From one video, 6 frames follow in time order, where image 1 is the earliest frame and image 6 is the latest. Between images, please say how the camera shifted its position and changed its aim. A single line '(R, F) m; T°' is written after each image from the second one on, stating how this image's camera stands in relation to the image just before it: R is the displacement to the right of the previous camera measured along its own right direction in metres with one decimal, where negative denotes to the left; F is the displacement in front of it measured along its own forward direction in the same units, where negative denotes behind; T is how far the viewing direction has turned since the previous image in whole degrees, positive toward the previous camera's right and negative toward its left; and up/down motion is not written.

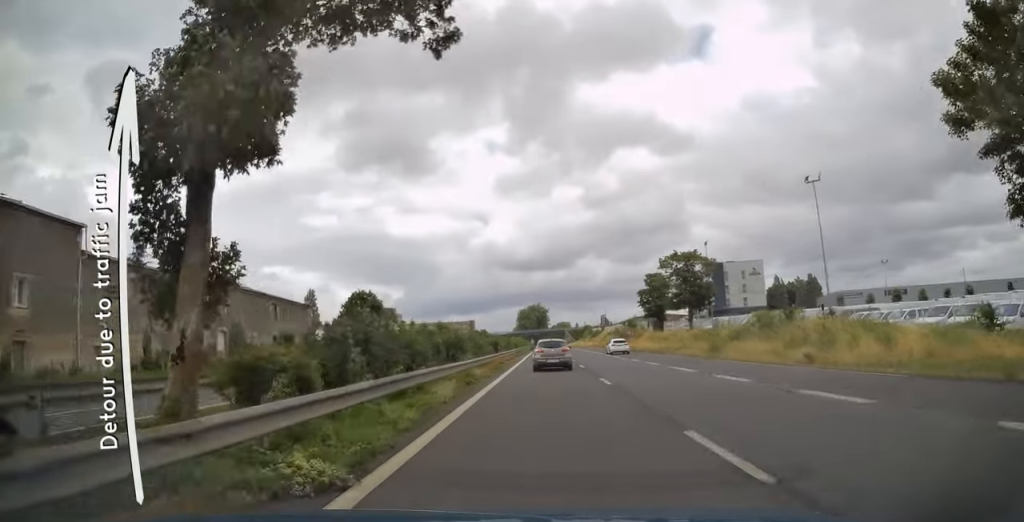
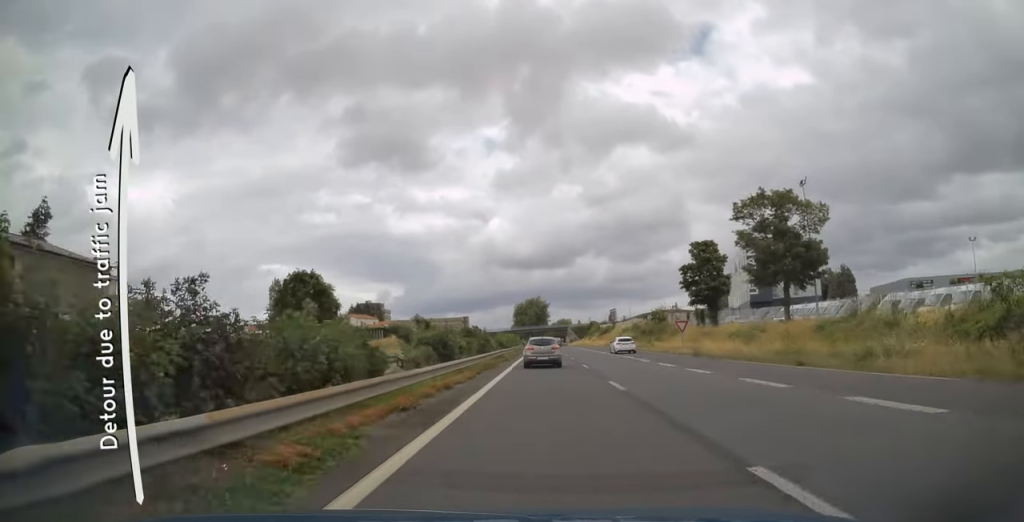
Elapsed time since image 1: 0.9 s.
(+0.3, +27.7) m; 0°
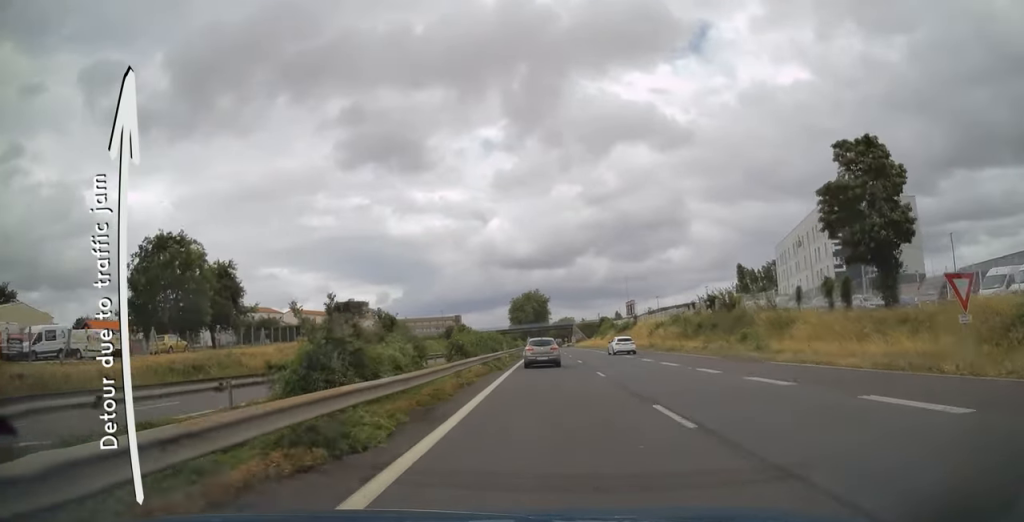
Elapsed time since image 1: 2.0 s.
(-0.3, +32.5) m; 0°
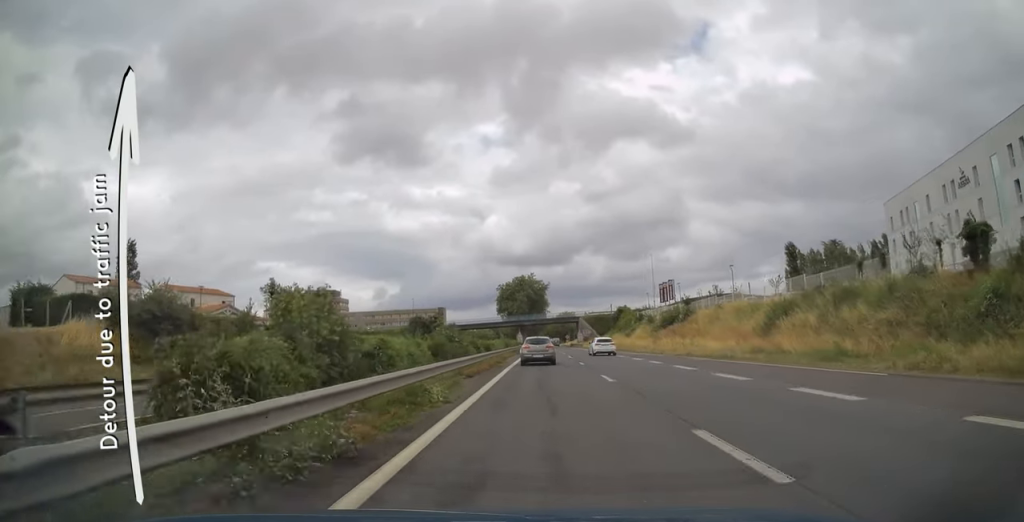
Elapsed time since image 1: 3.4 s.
(+0.5, +42.3) m; +1°
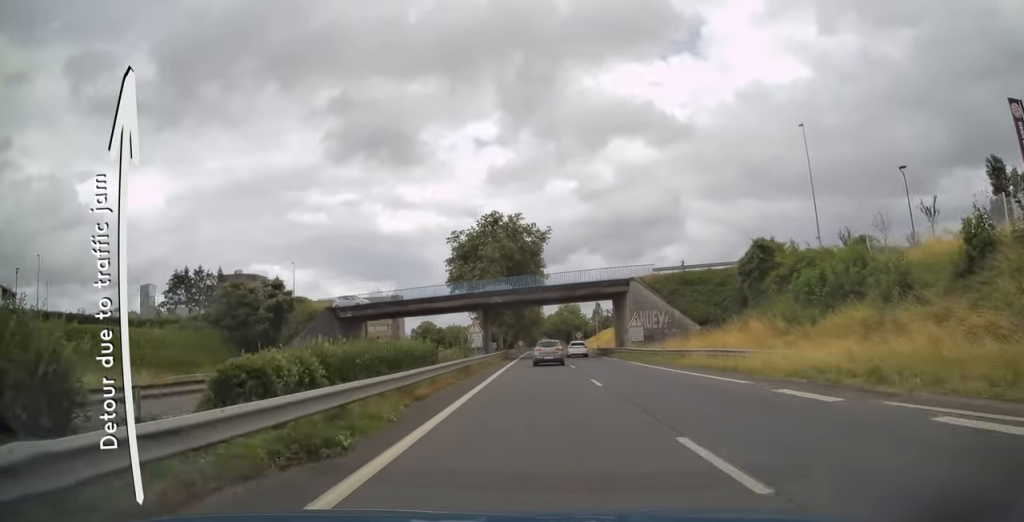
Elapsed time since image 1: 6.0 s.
(-0.1, +77.9) m; 0°
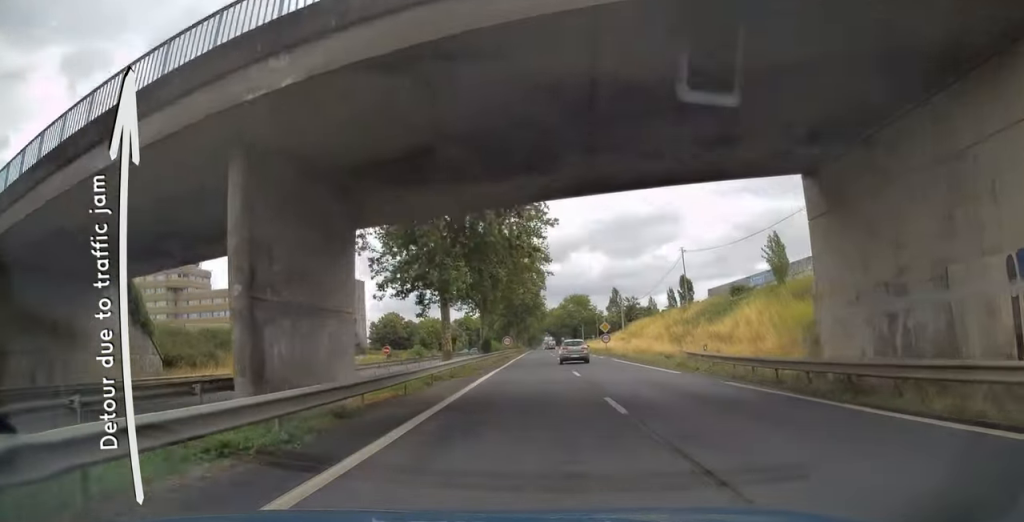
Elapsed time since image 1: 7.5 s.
(0.0, +45.7) m; +1°
